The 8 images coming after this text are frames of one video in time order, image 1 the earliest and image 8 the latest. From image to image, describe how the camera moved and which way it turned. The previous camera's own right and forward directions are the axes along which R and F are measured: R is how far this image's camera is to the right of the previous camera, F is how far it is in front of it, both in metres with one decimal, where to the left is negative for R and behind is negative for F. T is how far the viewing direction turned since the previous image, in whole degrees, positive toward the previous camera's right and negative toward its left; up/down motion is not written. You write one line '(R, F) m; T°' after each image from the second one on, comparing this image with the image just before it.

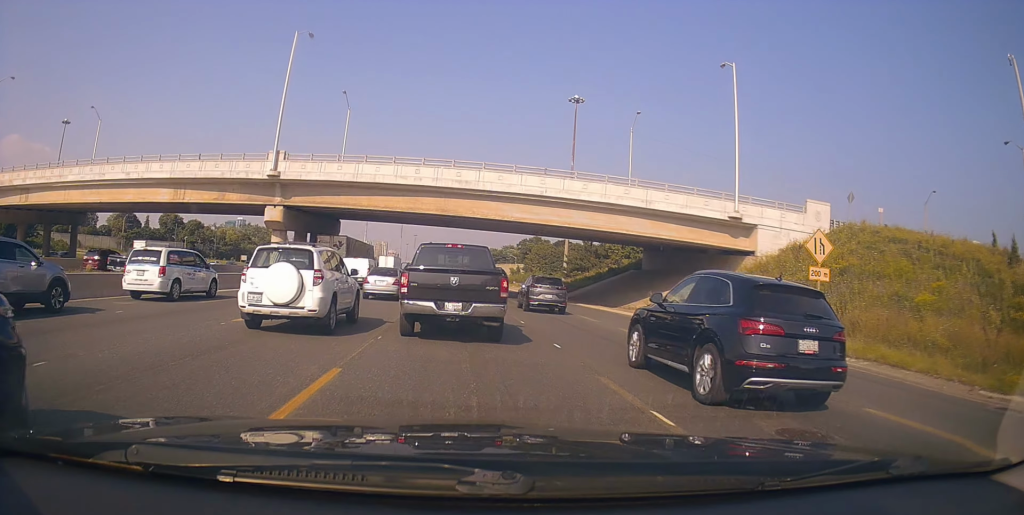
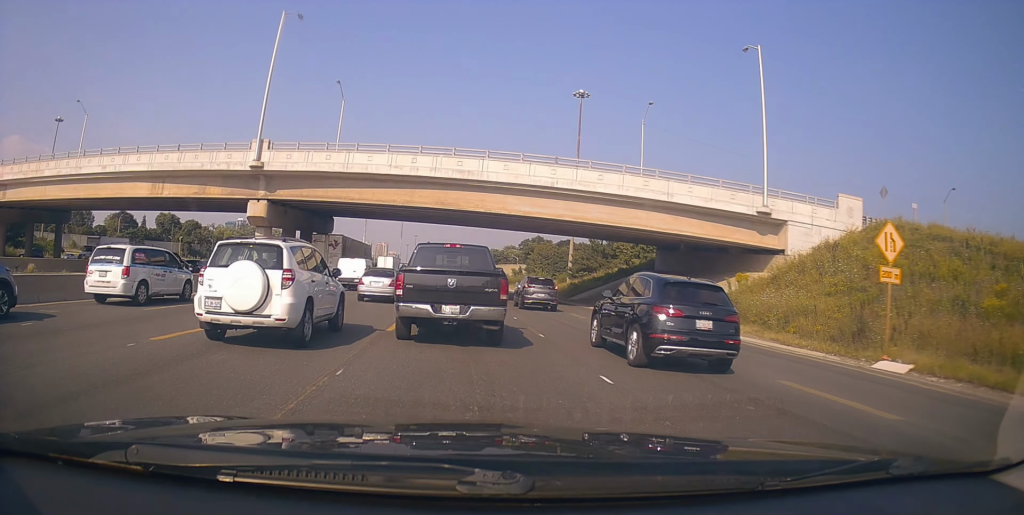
(0.0, +4.3) m; 0°
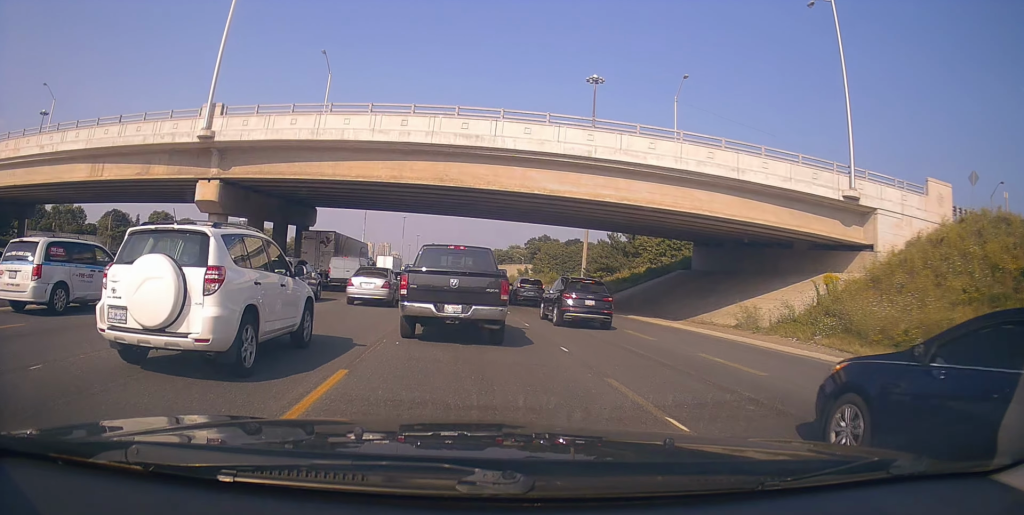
(0.0, +9.5) m; +1°
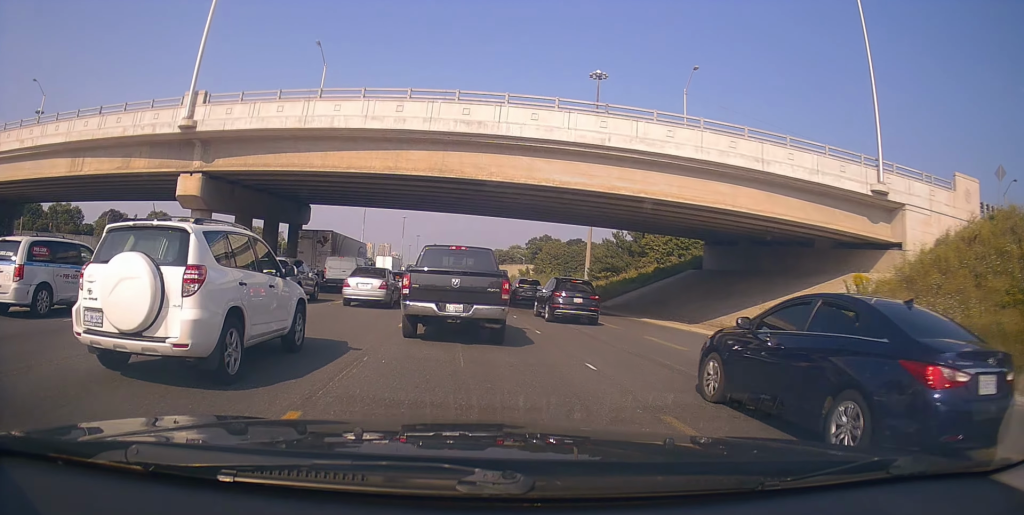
(+0.2, +2.3) m; -1°
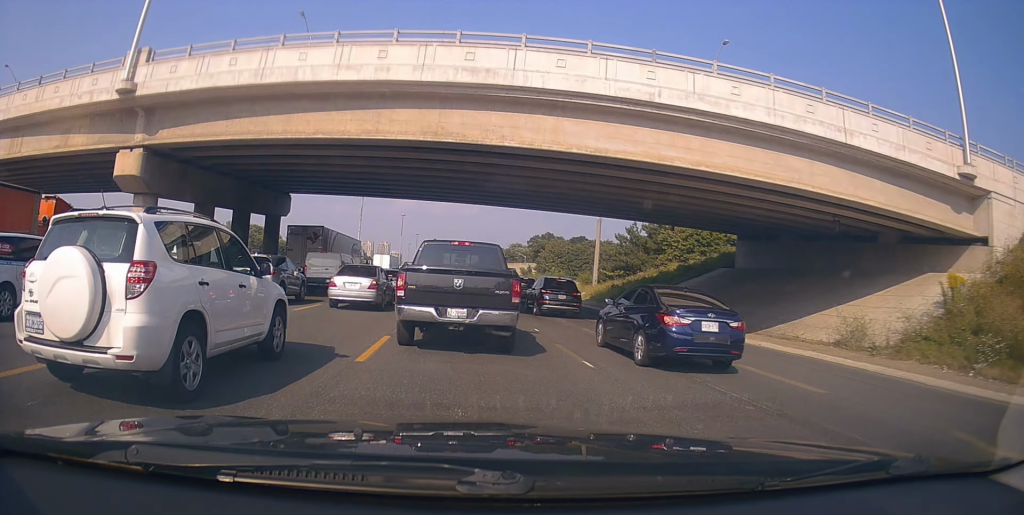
(-0.3, +5.9) m; +1°
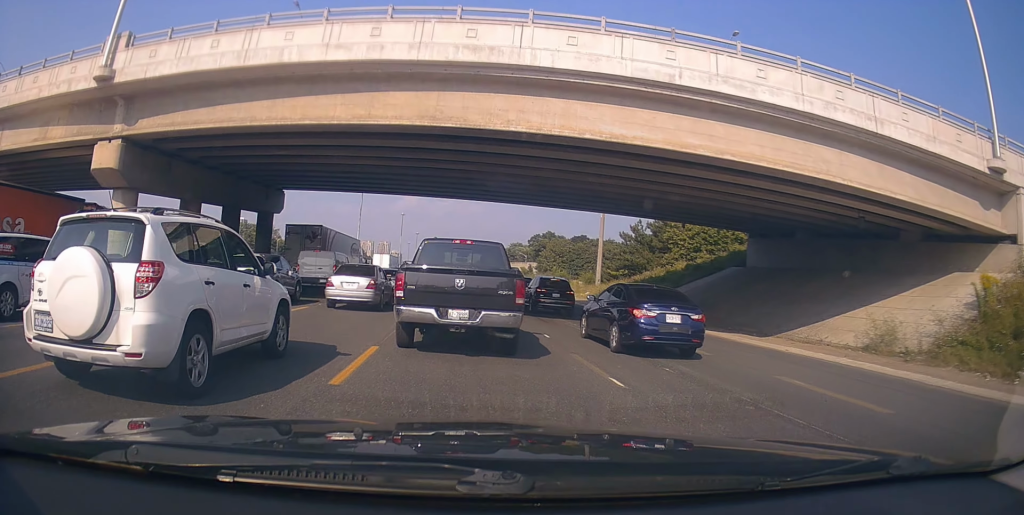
(+0.2, +2.1) m; +1°
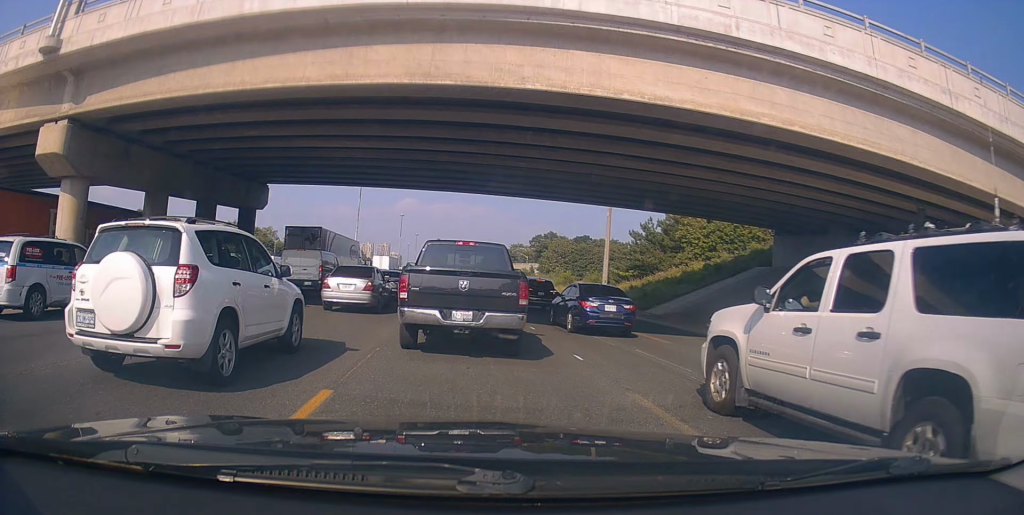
(-0.1, +4.4) m; 0°
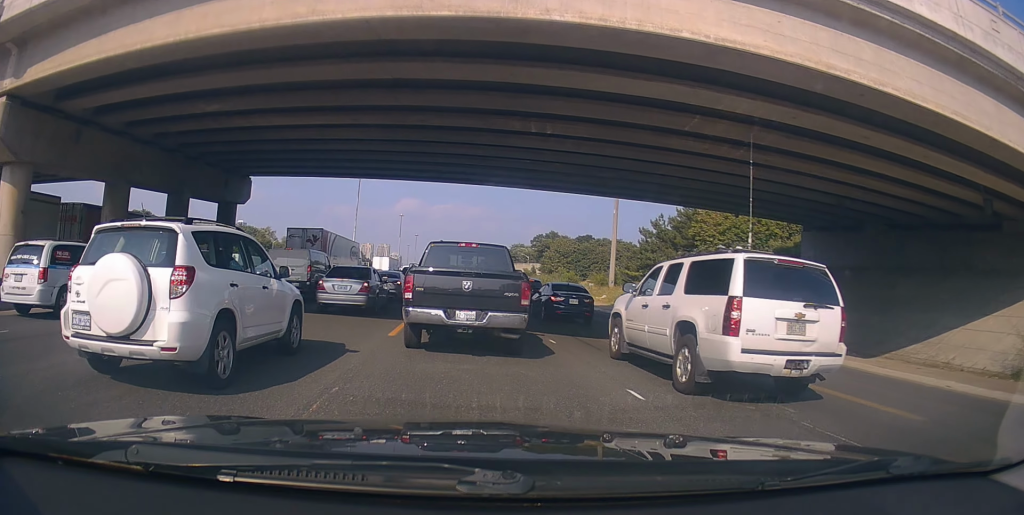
(+0.2, +3.2) m; +1°
